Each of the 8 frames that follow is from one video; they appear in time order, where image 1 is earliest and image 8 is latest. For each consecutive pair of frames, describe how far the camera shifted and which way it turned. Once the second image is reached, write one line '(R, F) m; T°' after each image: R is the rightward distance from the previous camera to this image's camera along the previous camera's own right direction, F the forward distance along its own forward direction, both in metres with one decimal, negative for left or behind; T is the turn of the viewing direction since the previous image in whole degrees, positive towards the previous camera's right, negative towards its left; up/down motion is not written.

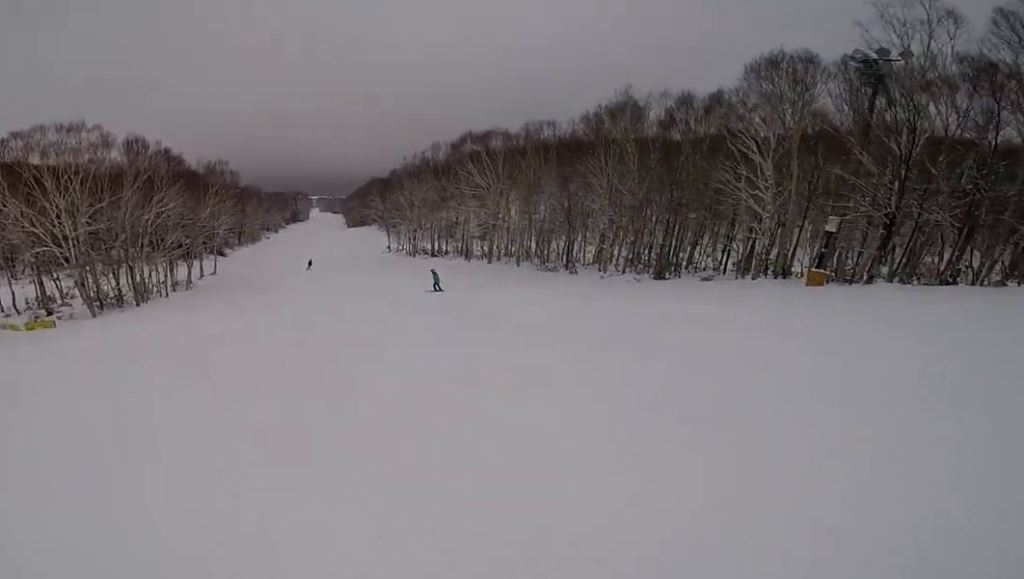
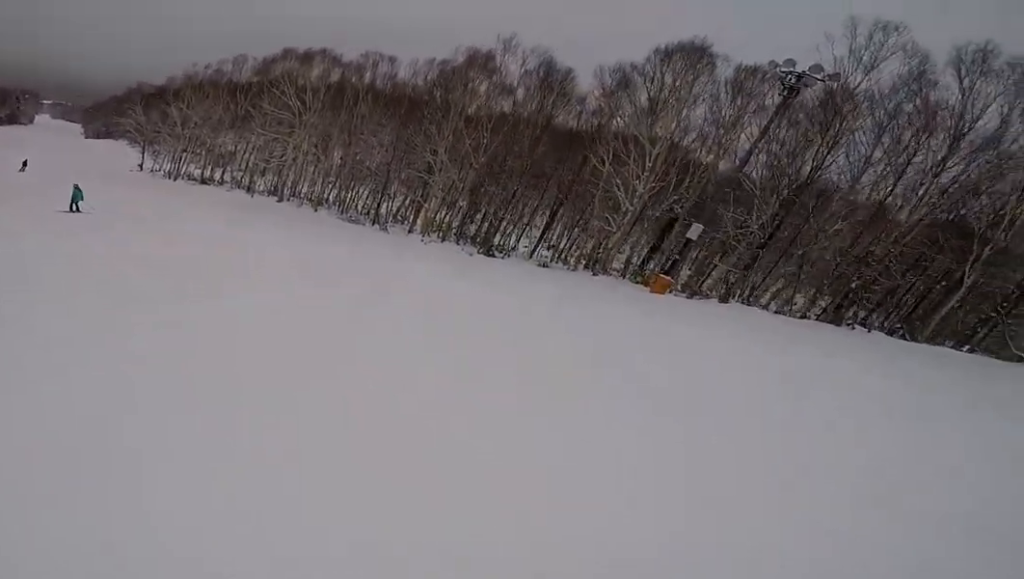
(+1.1, +7.2) m; +26°
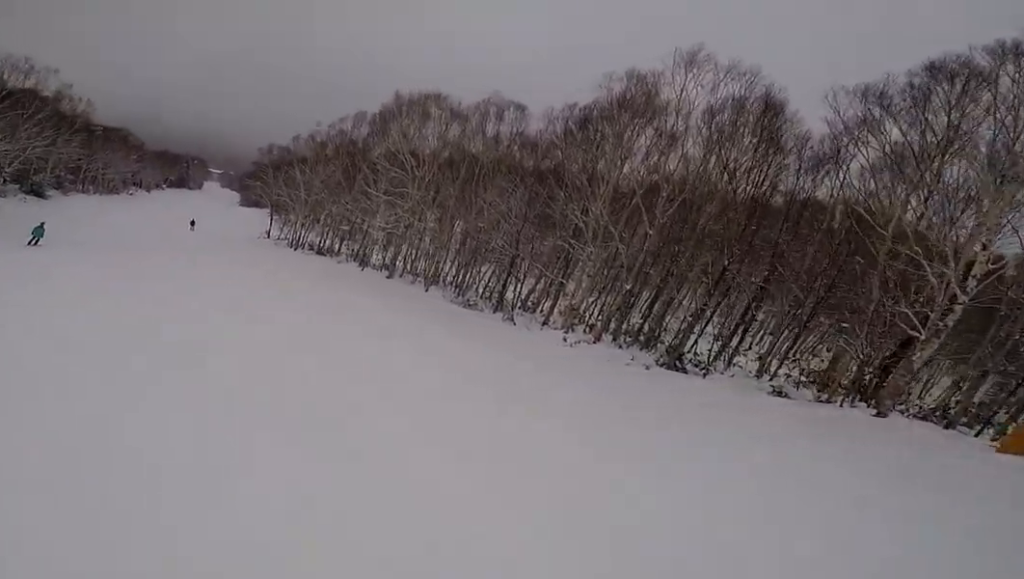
(+2.6, +7.9) m; -2°
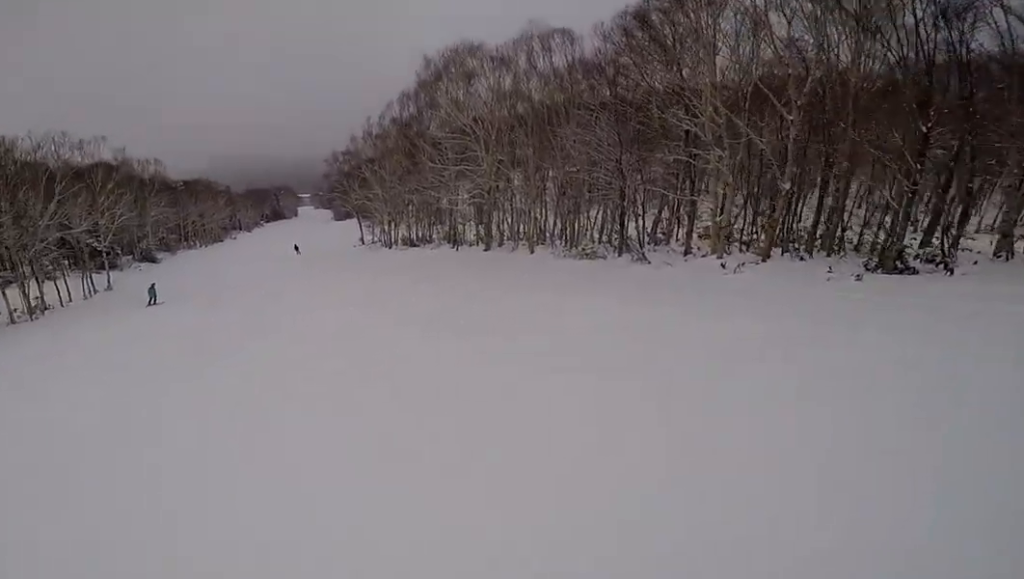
(-1.4, +2.9) m; -22°
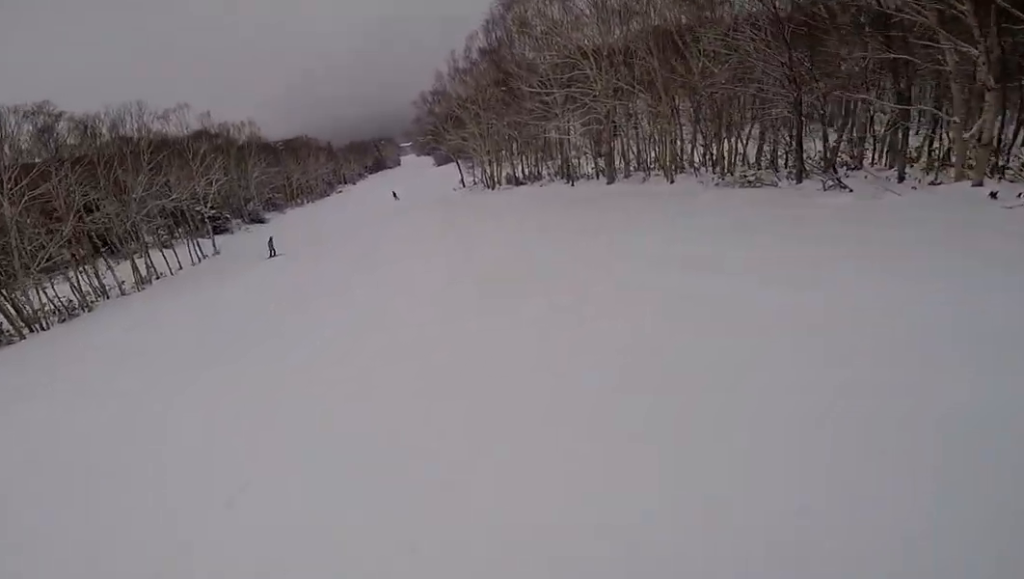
(-0.7, +3.4) m; -20°
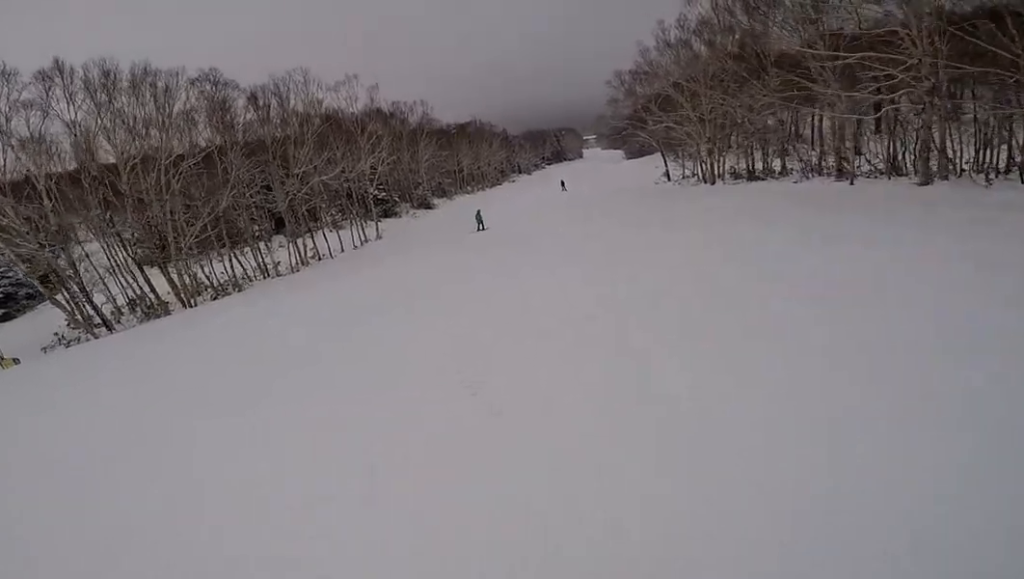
(-1.1, +5.5) m; -11°
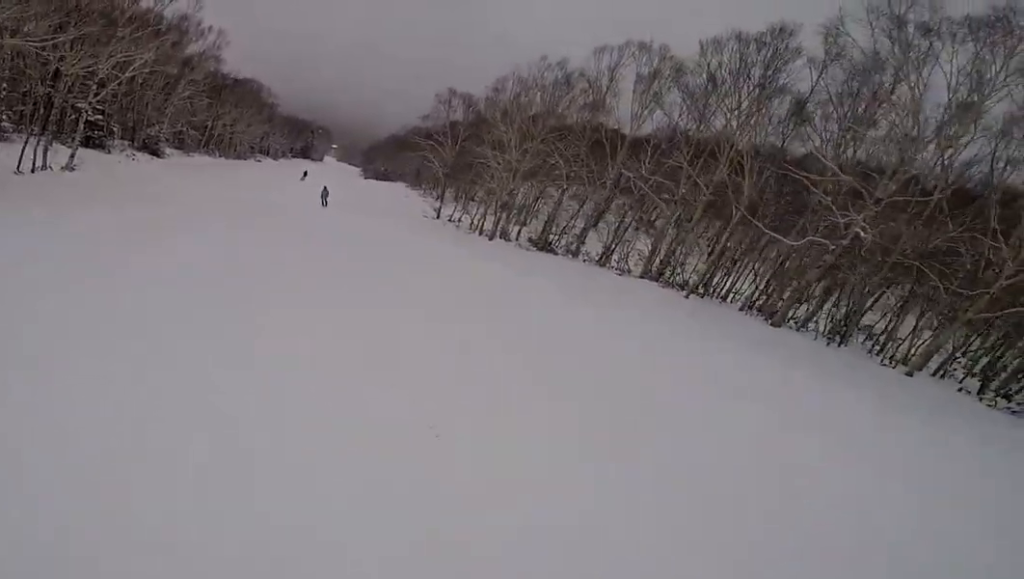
(+1.9, +10.2) m; +30°
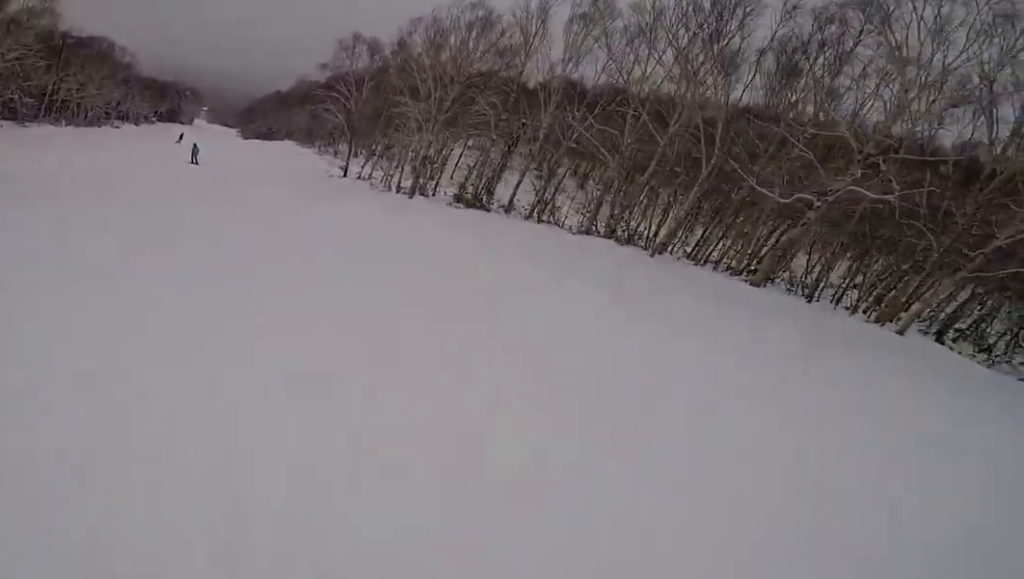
(+0.6, +4.2) m; +15°
